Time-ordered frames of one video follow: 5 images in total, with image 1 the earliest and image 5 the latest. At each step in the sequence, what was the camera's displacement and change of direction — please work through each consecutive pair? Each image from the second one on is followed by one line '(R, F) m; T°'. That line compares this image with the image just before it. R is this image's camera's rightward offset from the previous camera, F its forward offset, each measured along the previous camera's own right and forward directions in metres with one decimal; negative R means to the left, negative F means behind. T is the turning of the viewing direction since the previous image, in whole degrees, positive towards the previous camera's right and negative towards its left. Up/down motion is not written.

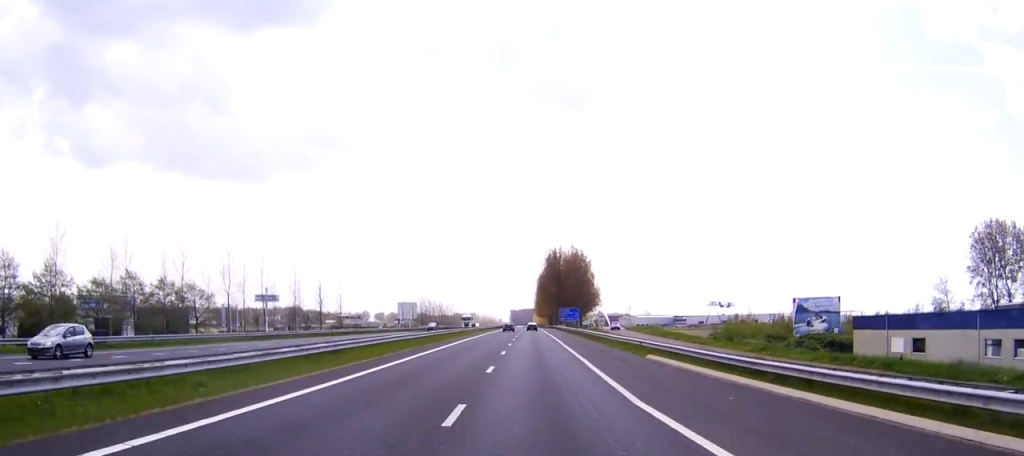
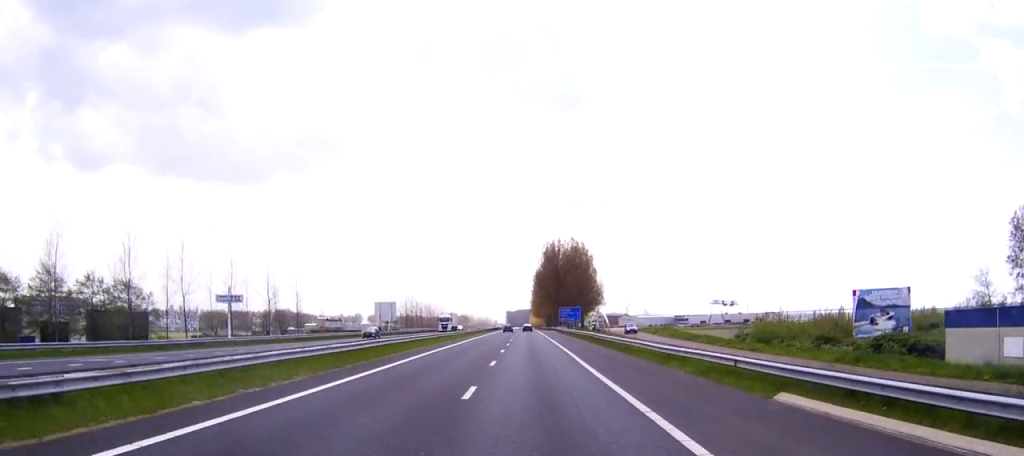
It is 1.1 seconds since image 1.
(+0.2, +19.7) m; 0°
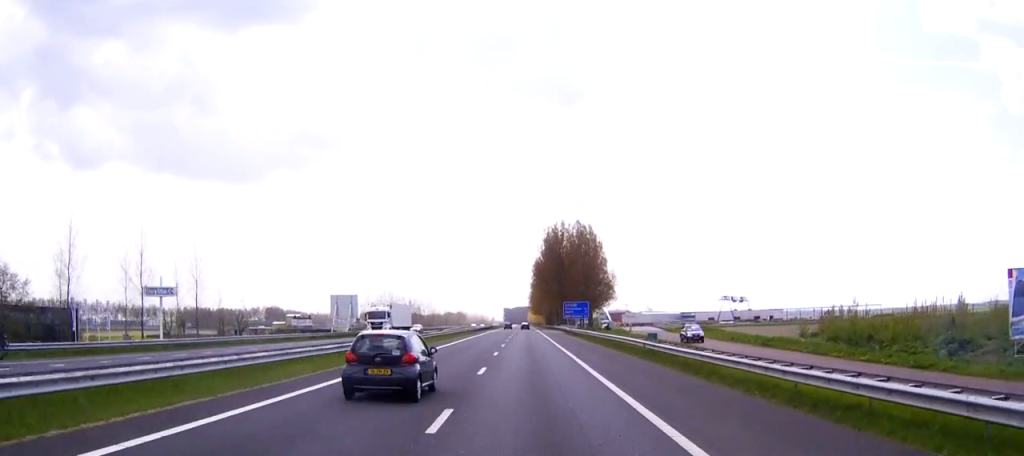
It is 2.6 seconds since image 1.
(+0.1, +29.4) m; 0°
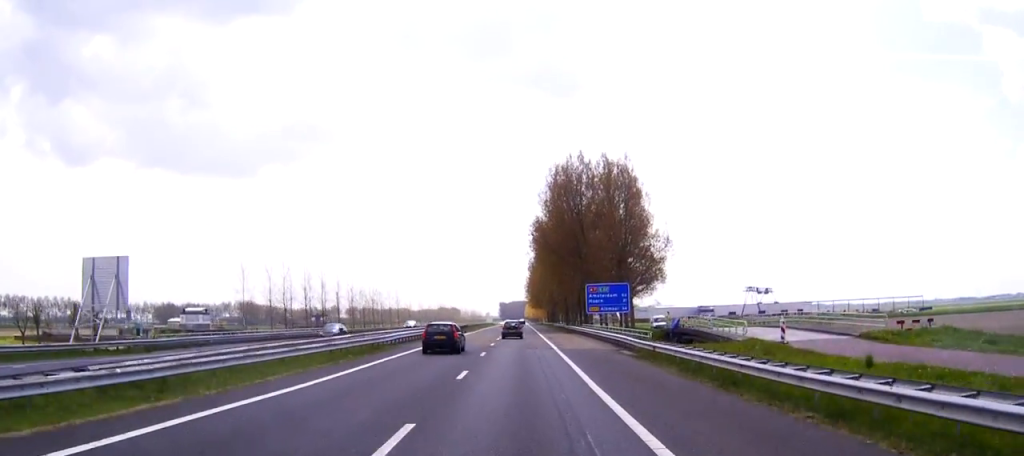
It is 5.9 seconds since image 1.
(+0.2, +62.4) m; 0°
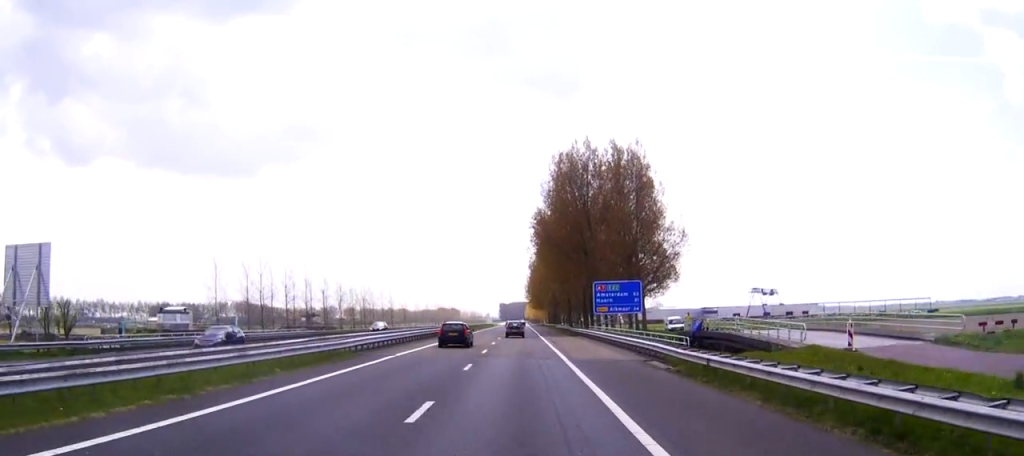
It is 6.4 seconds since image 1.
(0.0, +9.0) m; 0°
